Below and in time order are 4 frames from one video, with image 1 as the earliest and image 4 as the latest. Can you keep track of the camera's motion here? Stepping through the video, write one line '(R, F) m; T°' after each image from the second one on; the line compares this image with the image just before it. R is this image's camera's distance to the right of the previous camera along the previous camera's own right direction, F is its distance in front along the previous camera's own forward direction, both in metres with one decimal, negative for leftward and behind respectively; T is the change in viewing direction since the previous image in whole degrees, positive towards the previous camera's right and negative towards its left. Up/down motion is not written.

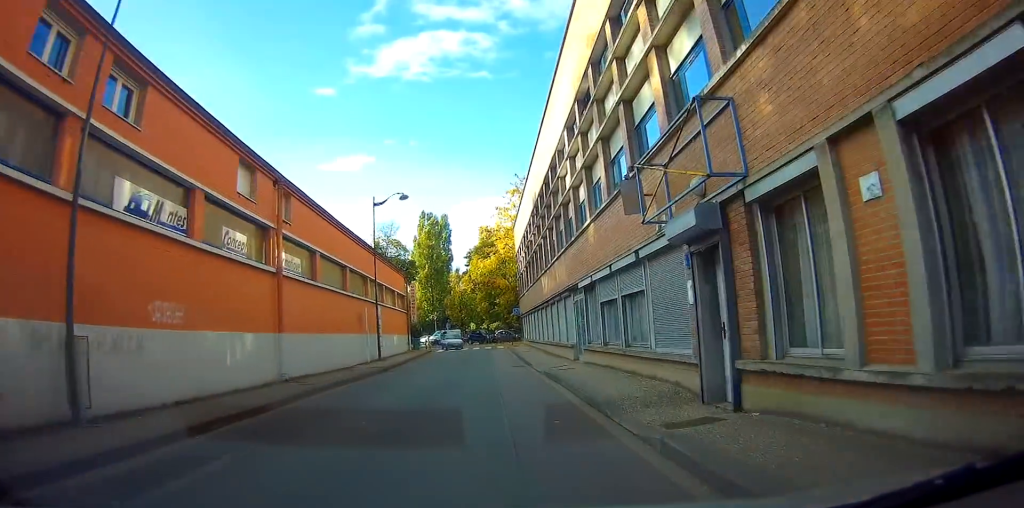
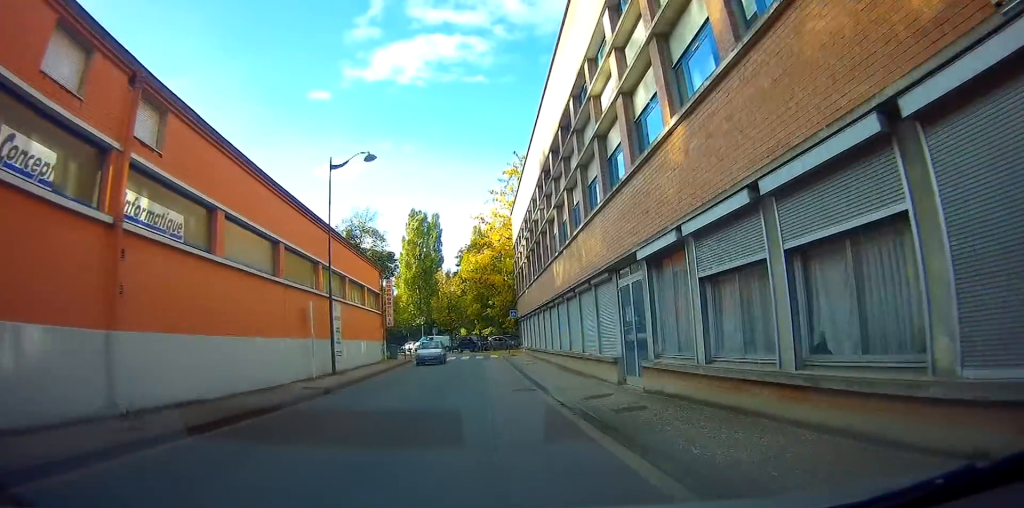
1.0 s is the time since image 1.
(+0.1, +8.2) m; +3°
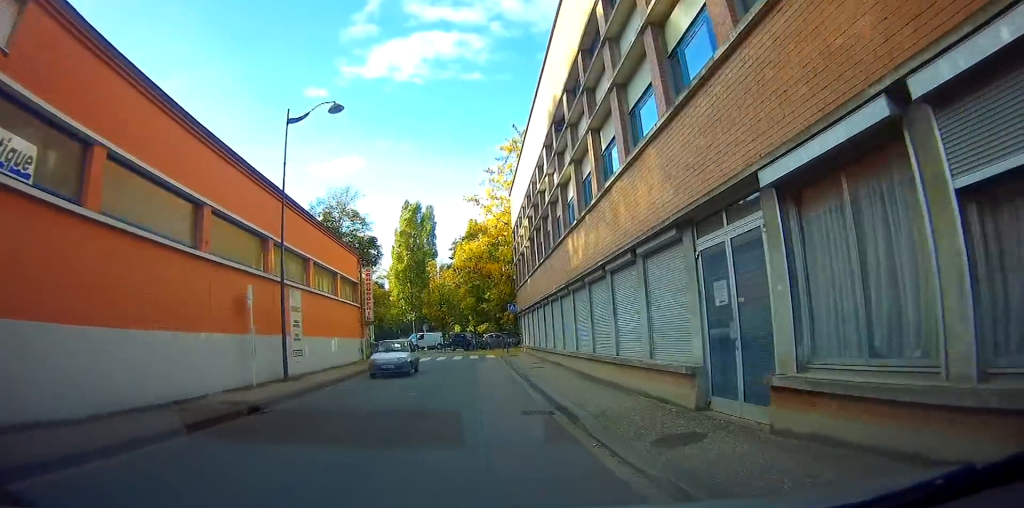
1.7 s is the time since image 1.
(+0.3, +5.4) m; 0°
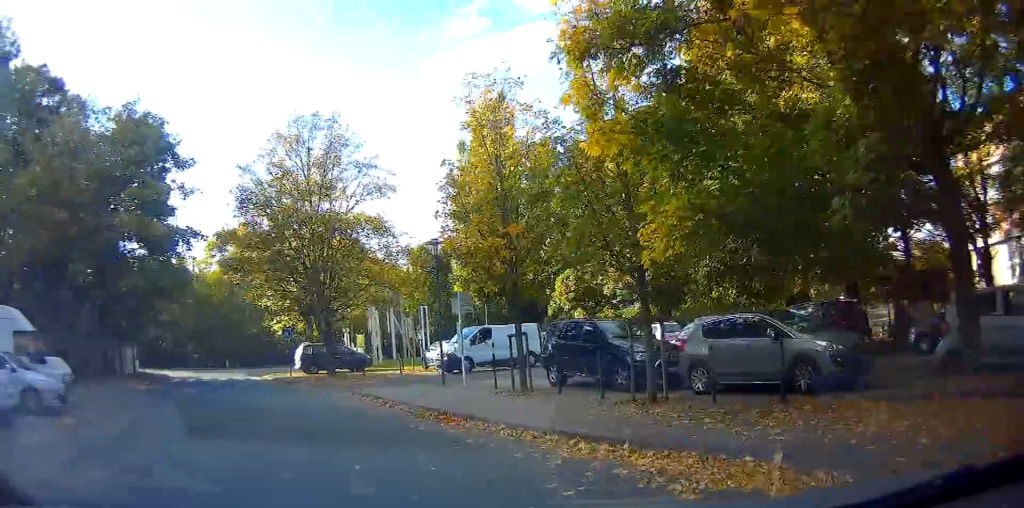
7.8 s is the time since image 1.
(-2.9, +41.3) m; -16°
